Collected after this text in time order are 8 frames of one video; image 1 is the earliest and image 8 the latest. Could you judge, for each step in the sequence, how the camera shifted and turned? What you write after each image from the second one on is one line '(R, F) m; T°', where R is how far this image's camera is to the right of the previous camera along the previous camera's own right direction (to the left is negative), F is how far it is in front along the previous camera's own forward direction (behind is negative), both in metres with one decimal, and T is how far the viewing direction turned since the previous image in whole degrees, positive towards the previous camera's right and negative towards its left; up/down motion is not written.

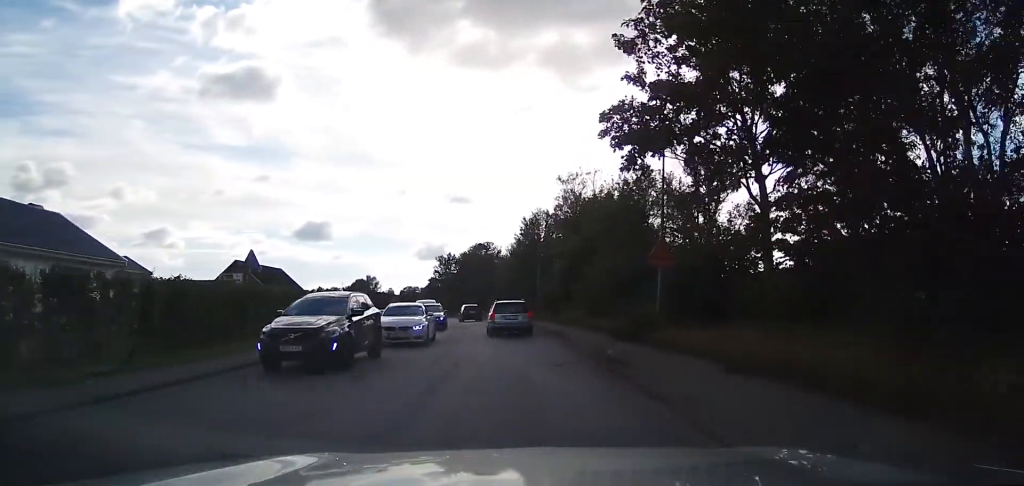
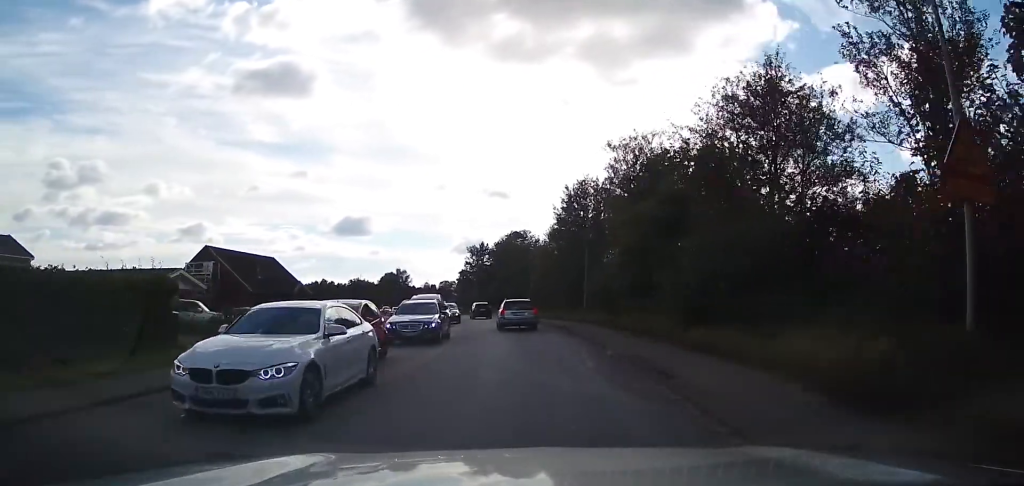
(-0.2, +11.9) m; -3°
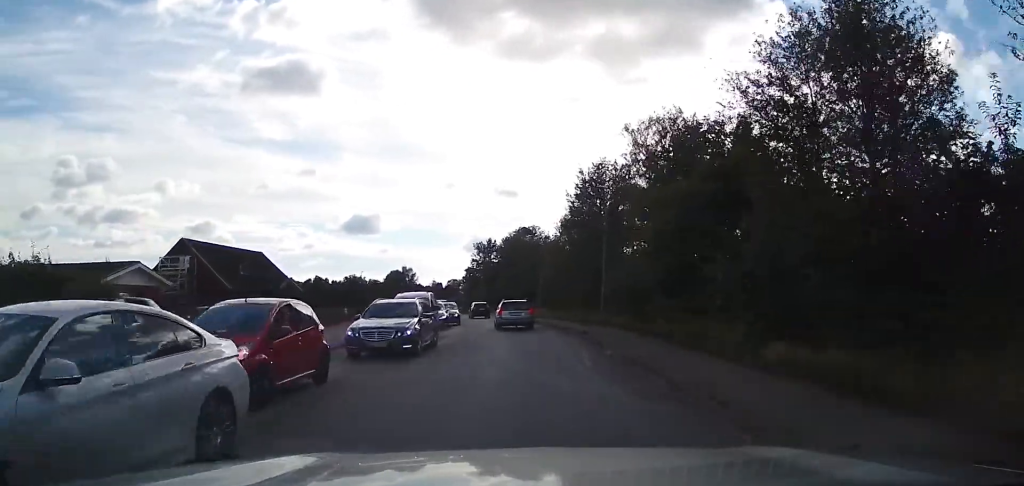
(-0.3, +4.6) m; -4°
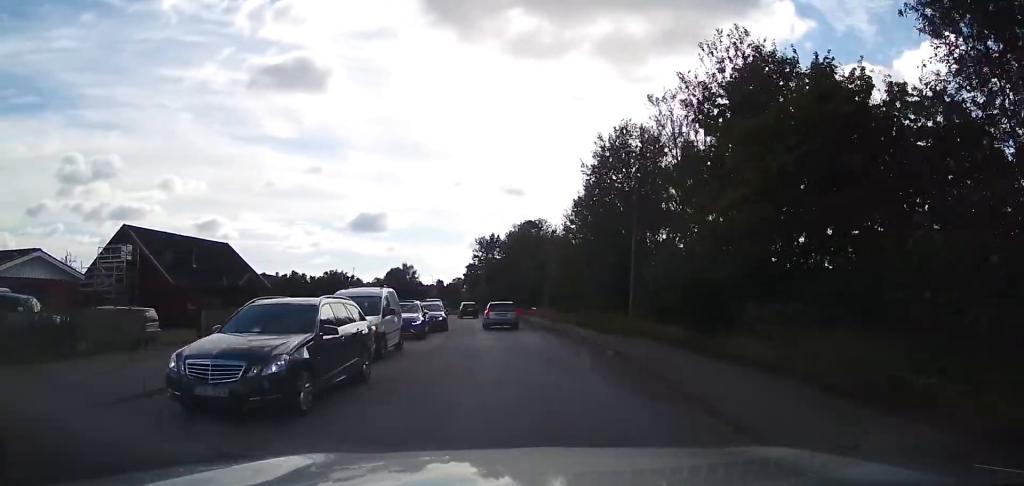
(-0.3, +7.1) m; -1°
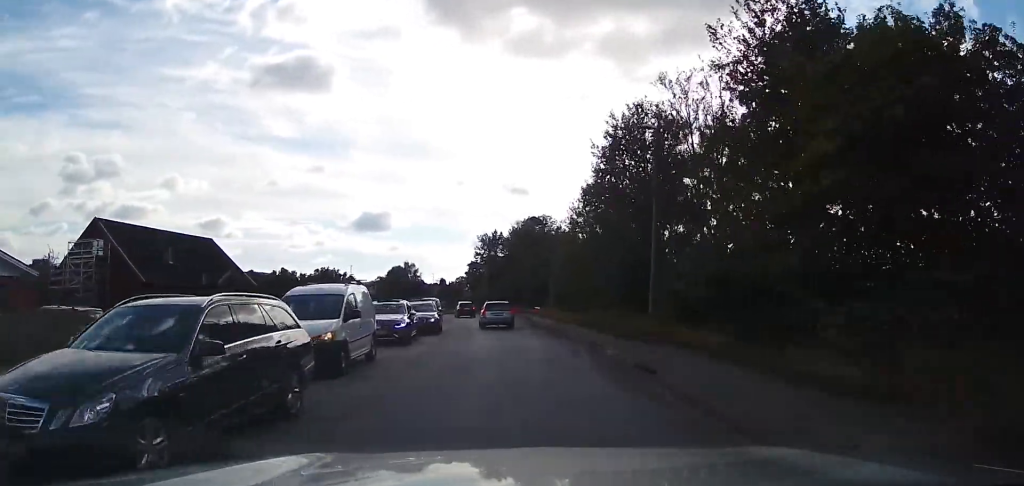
(0.0, +3.0) m; 0°
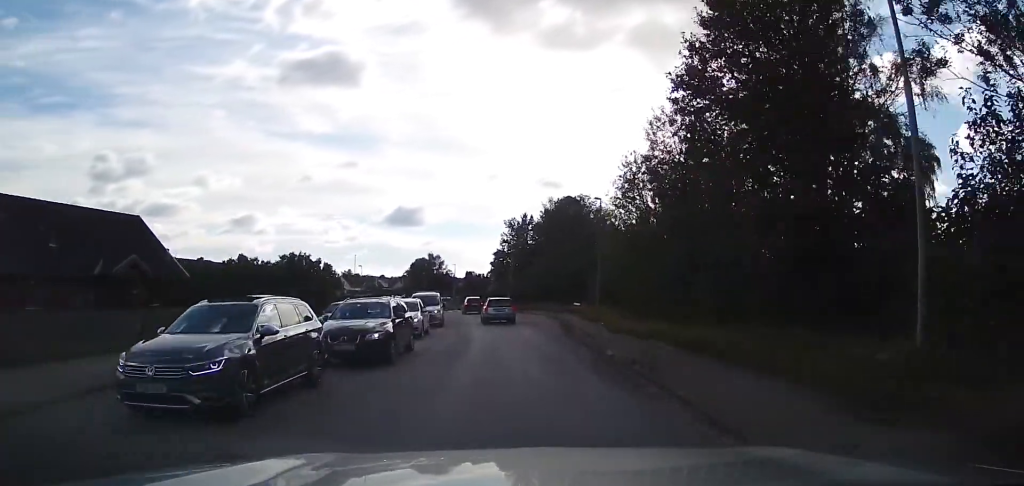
(-0.8, +12.0) m; -5°
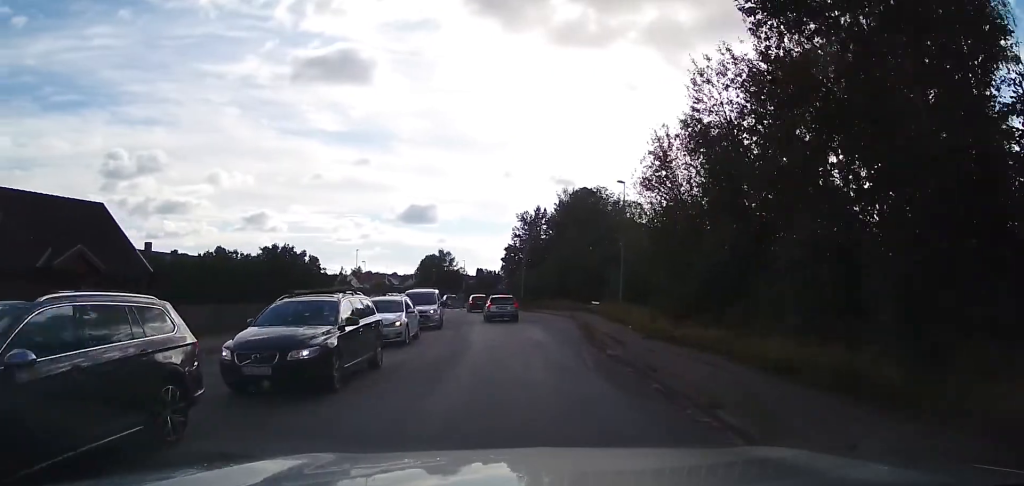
(+0.2, +4.4) m; 0°
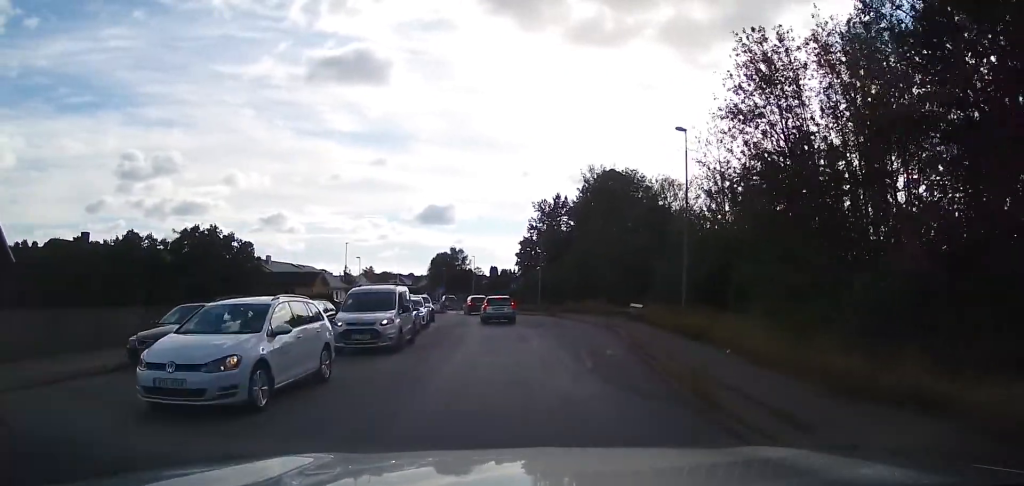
(-0.3, +9.9) m; -6°
